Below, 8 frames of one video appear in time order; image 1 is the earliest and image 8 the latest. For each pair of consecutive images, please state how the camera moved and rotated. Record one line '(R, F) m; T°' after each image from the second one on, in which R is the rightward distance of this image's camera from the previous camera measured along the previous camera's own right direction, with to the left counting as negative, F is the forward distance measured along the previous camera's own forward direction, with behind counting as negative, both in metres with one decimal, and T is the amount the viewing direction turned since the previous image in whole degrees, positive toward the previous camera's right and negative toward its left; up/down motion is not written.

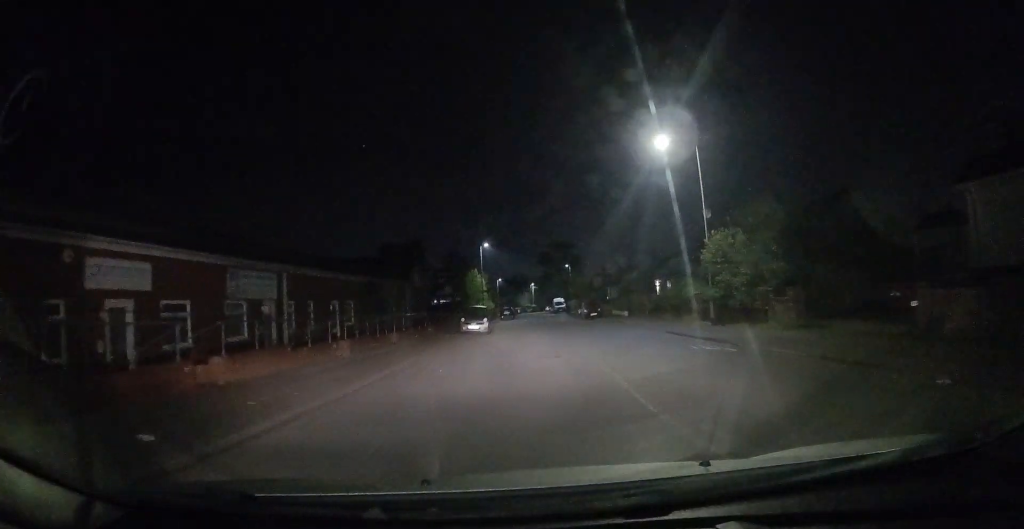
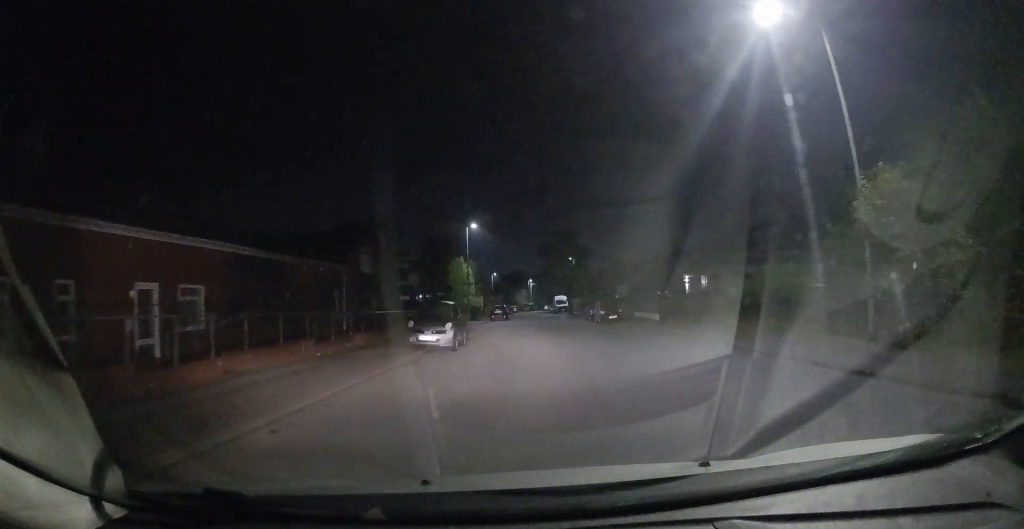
(-0.1, +11.5) m; 0°
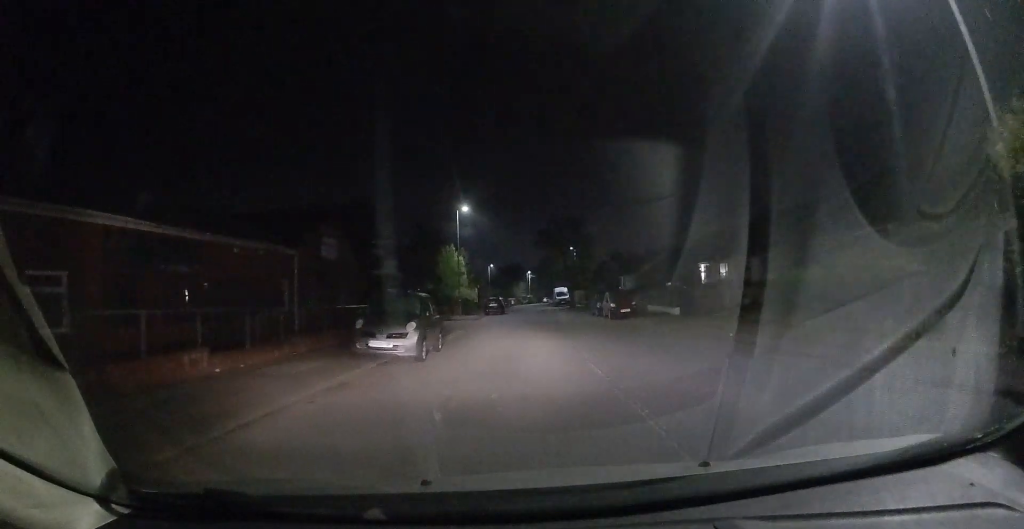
(0.0, +4.8) m; 0°
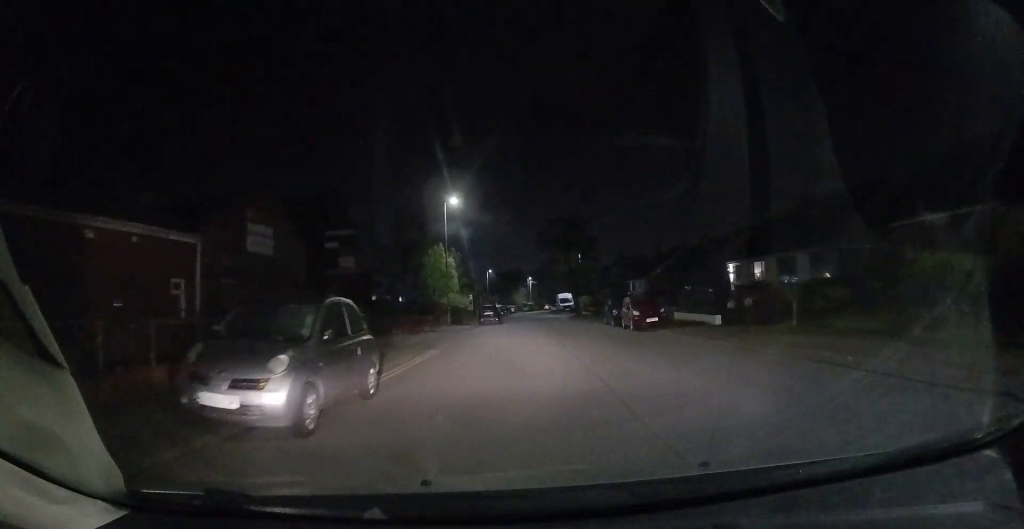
(0.0, +6.1) m; 0°
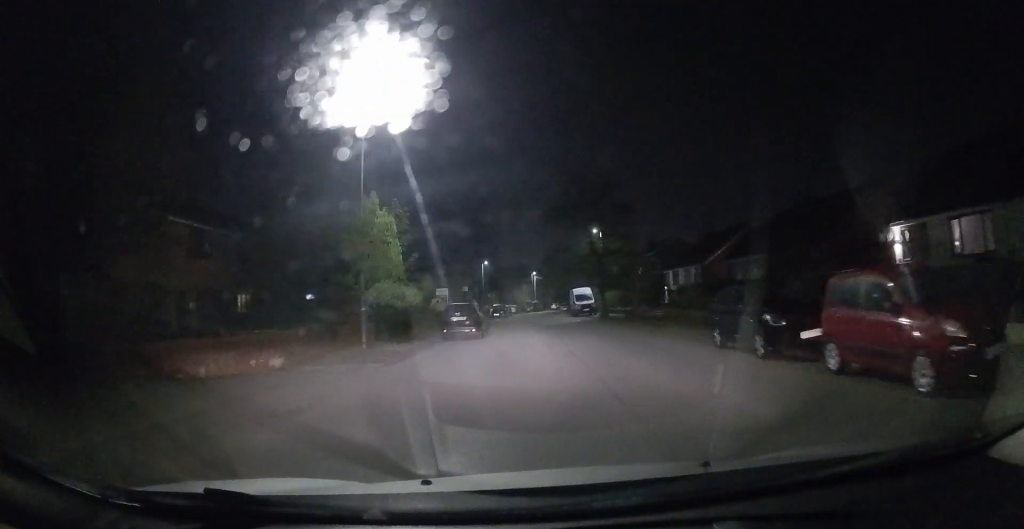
(-0.1, +18.2) m; +1°
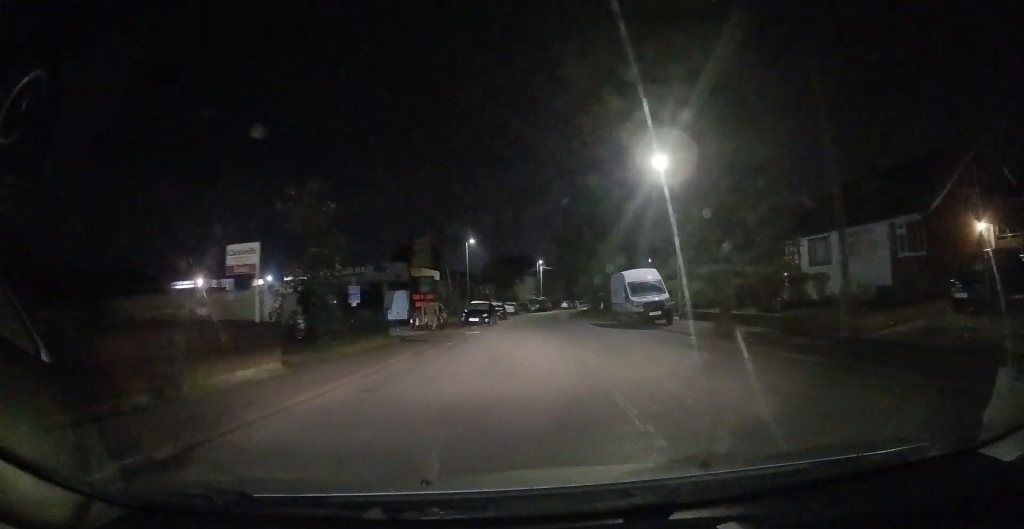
(+1.1, +25.8) m; +1°
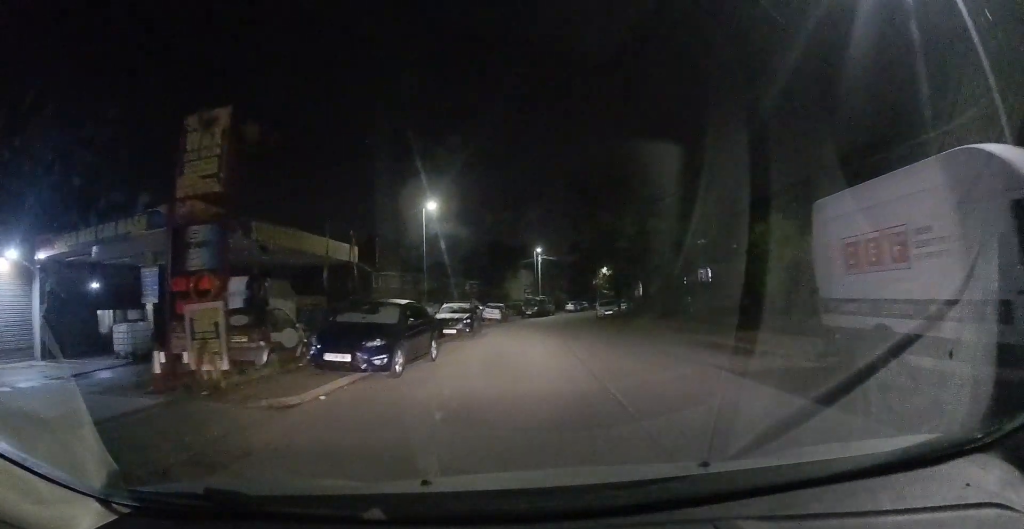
(-1.0, +22.2) m; -3°
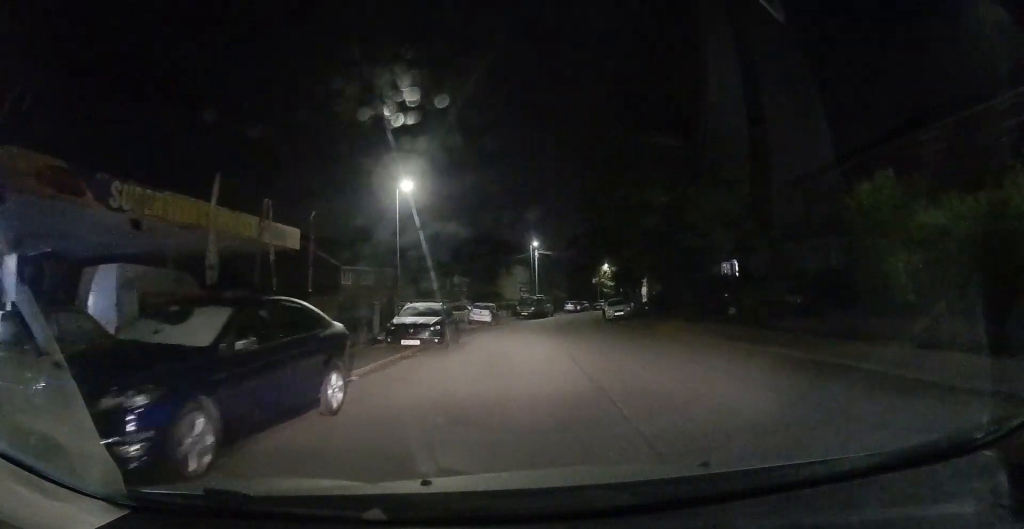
(0.0, +6.6) m; +1°
